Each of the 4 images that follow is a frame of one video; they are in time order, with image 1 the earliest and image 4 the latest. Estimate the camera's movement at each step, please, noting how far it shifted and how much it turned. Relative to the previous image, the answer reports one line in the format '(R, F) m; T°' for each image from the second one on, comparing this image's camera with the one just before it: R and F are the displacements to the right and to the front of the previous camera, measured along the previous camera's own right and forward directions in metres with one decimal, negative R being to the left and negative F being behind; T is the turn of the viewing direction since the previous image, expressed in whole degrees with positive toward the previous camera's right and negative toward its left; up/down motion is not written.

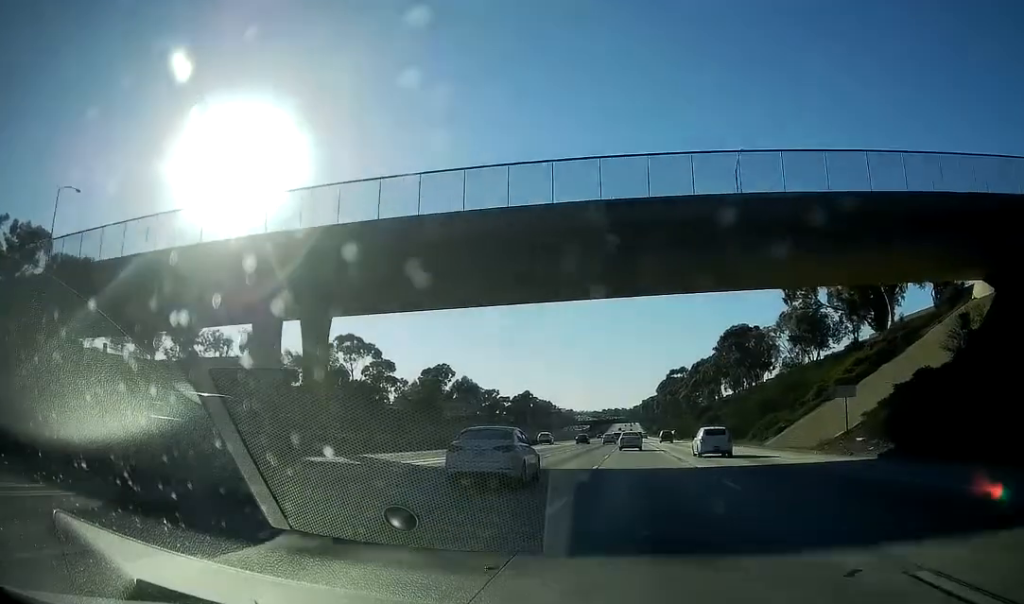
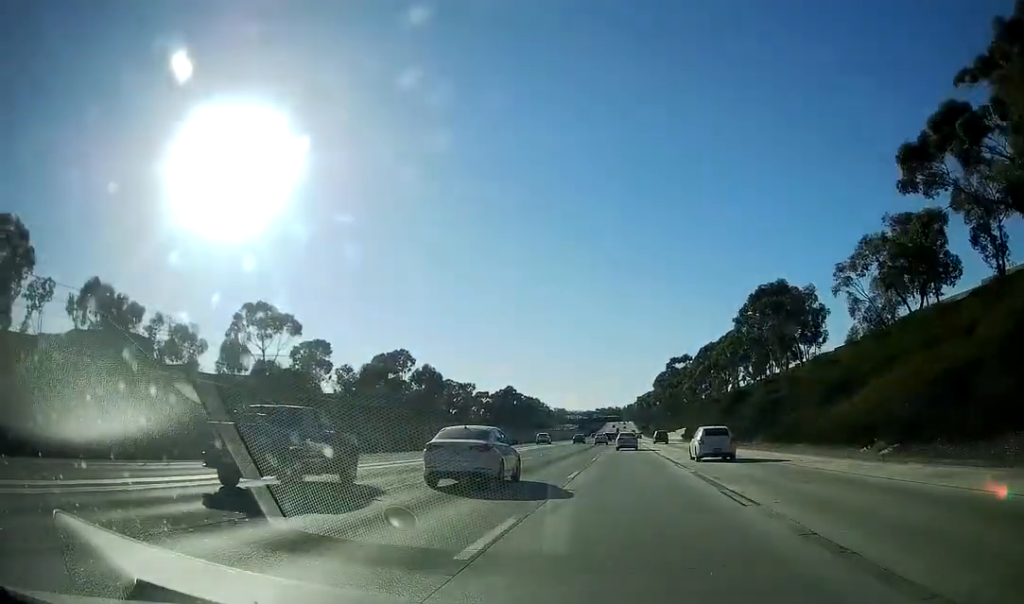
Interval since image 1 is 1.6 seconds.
(+1.1, +48.8) m; +1°
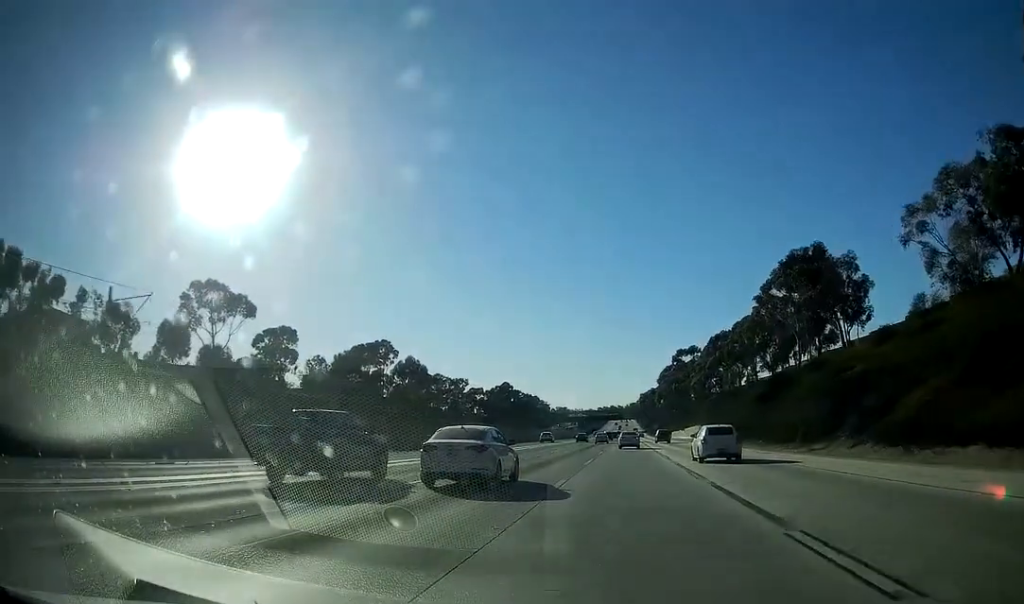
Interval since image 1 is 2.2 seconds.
(0.0, +21.0) m; 0°
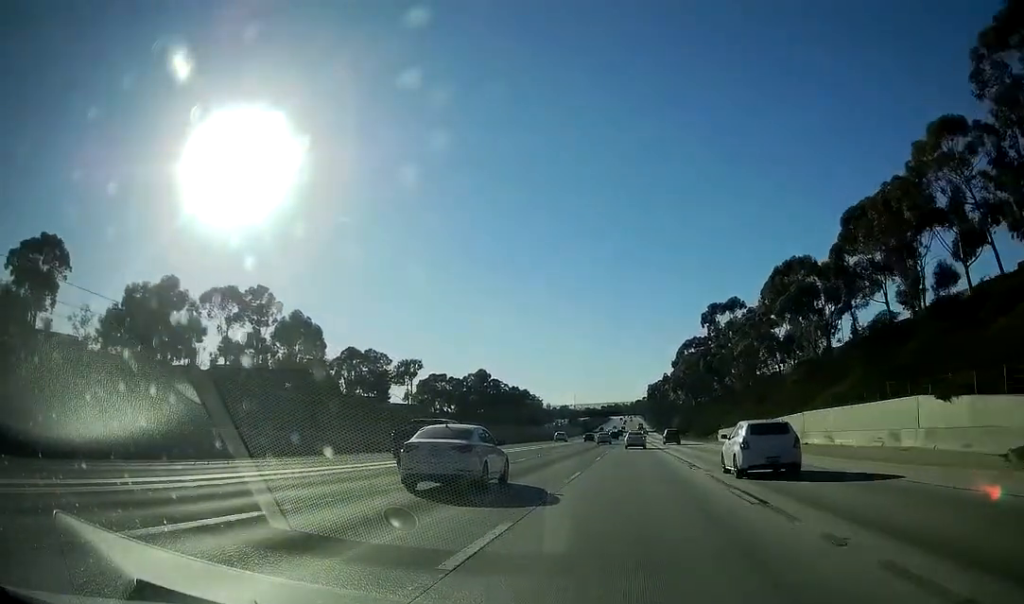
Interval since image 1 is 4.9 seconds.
(-0.7, +83.4) m; -1°
